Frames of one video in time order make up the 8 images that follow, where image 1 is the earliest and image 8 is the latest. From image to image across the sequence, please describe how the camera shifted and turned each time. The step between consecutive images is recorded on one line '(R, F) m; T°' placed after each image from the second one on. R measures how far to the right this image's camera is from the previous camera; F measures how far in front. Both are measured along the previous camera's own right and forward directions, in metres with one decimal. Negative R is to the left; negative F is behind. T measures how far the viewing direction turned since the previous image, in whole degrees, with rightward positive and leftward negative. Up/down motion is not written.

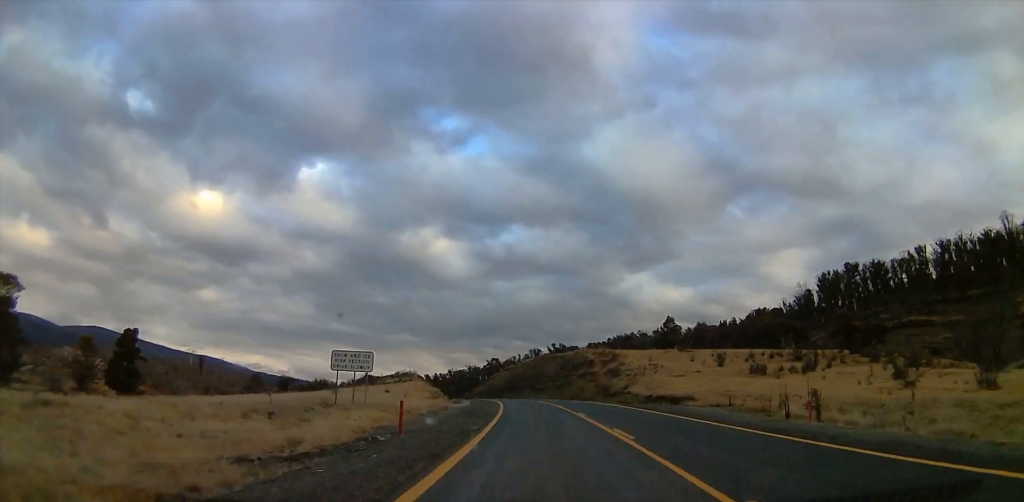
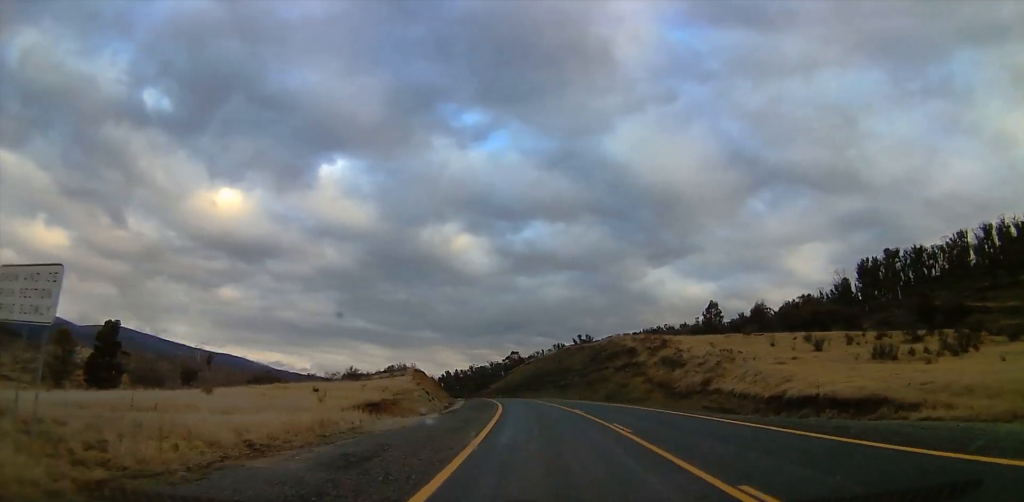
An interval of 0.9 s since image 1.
(-0.8, +23.7) m; -6°
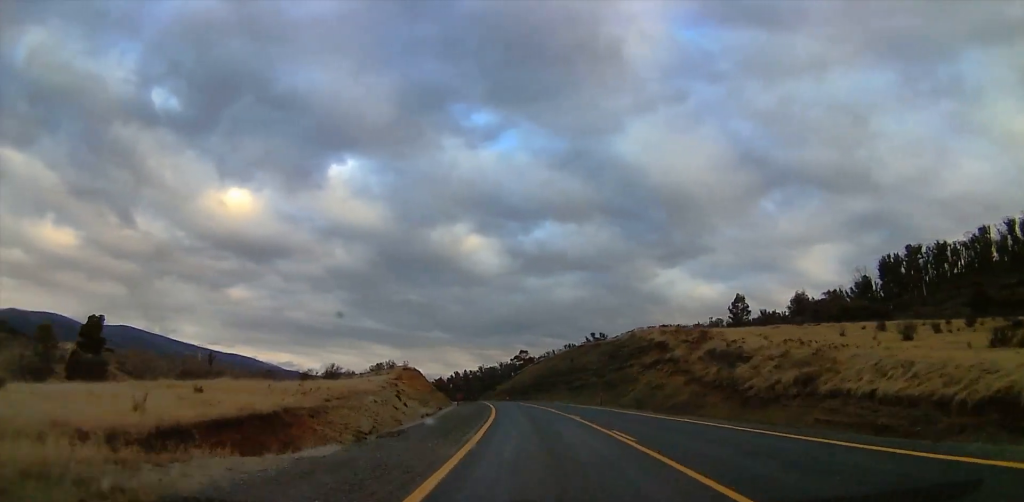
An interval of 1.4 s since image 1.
(-0.8, +13.3) m; -4°
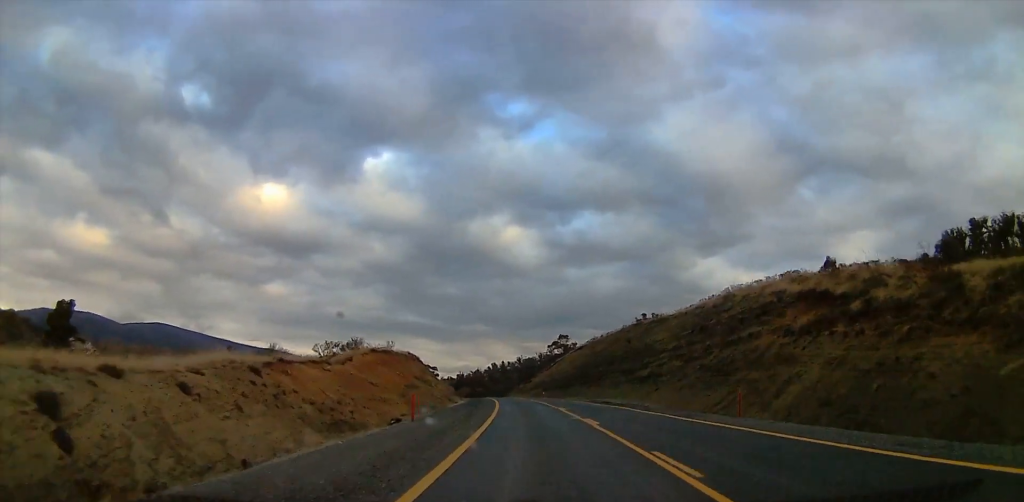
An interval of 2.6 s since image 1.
(-1.1, +30.2) m; -3°
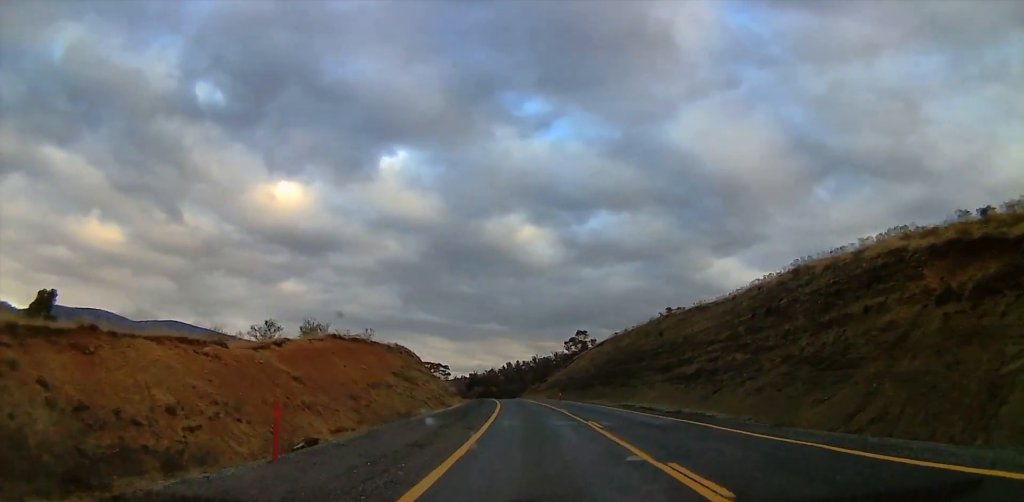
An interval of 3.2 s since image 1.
(0.0, +14.0) m; -1°
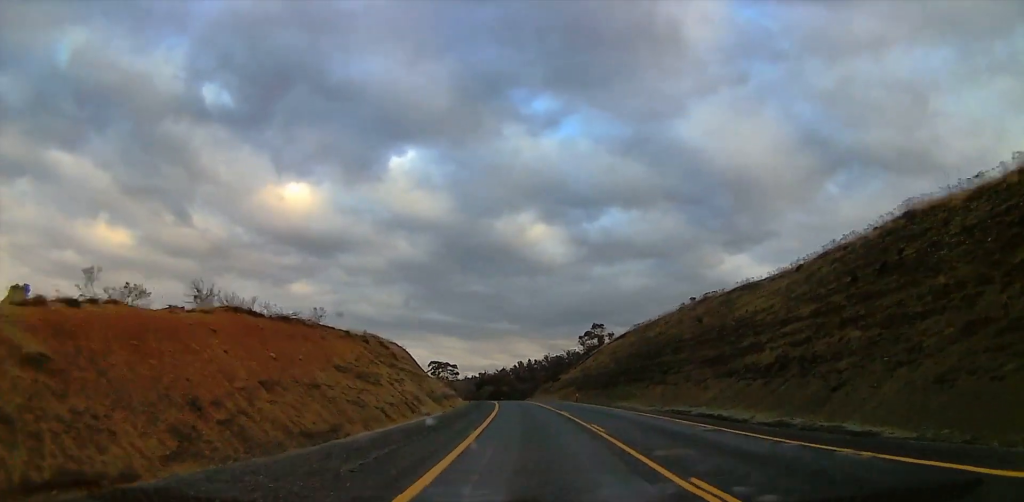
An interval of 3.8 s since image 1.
(0.0, +14.1) m; 0°
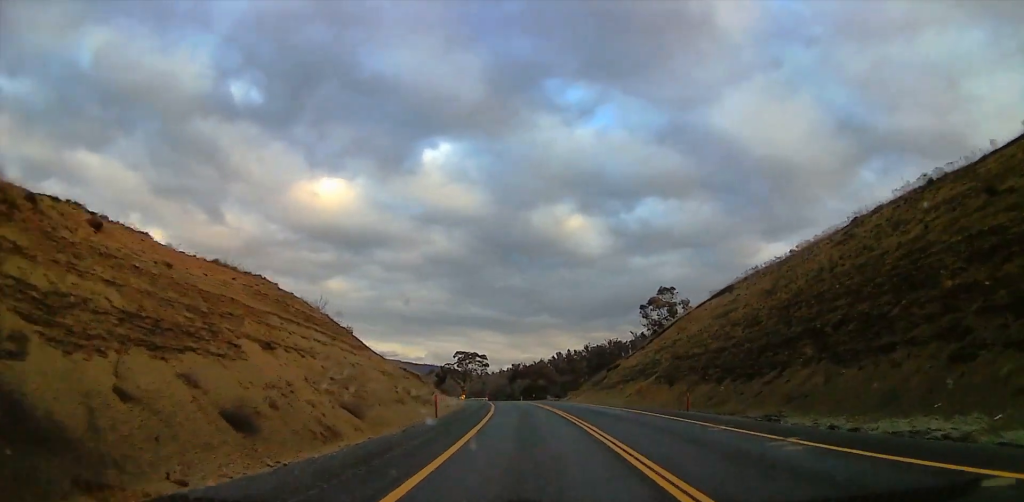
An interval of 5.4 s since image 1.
(0.0, +42.6) m; -3°
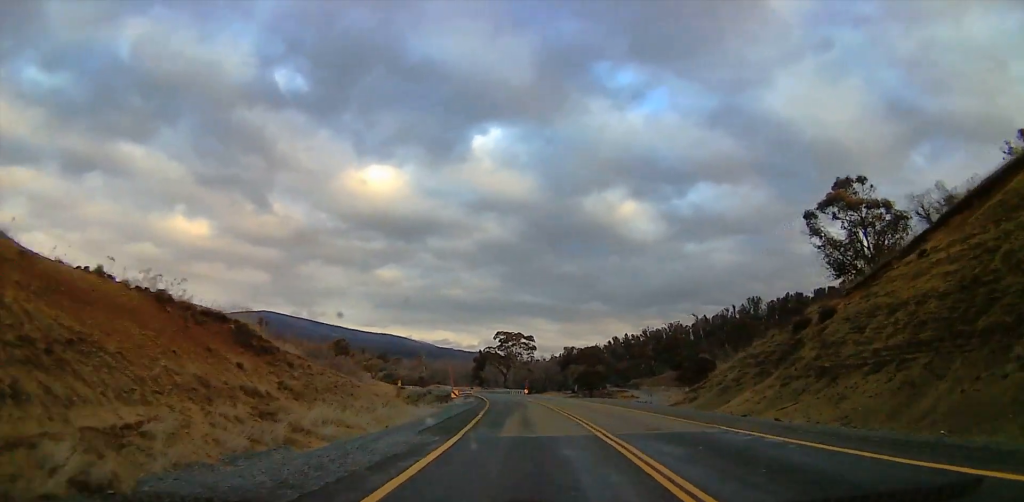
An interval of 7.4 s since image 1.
(-2.4, +49.5) m; -5°
